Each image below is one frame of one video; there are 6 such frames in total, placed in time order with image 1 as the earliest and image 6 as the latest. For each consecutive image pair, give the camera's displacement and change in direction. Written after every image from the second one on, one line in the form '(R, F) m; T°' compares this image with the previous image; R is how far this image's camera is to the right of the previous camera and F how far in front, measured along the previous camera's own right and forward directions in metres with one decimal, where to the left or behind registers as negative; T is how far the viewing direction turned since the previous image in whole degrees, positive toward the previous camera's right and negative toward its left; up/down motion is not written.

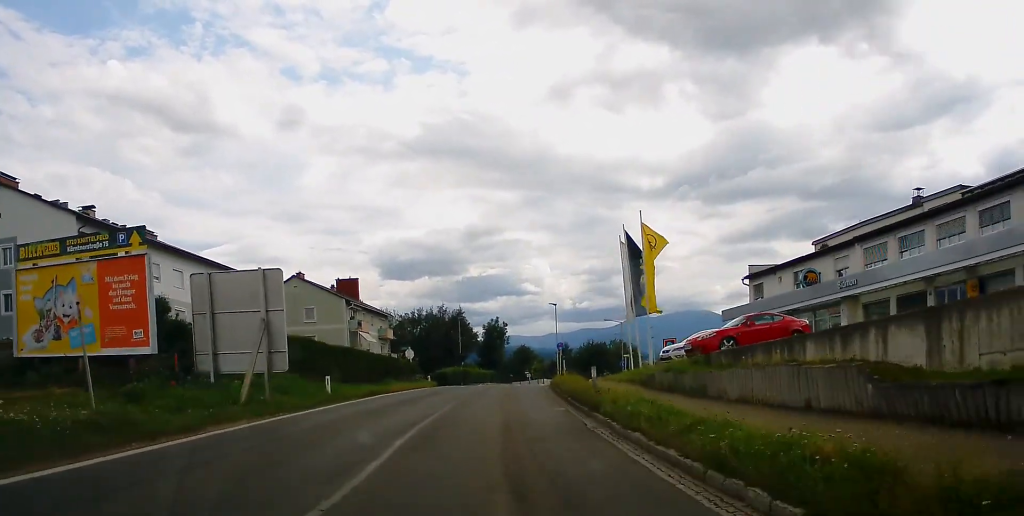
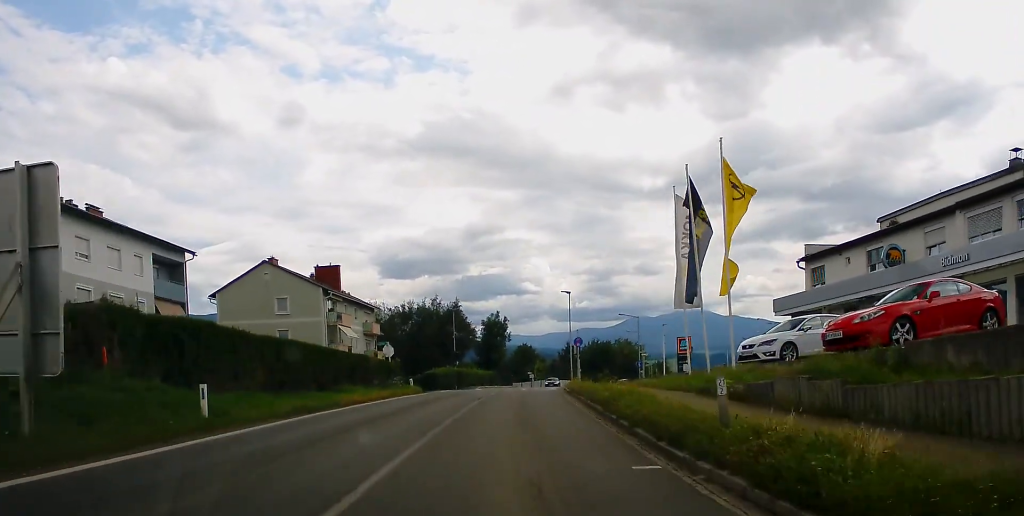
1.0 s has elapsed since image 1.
(-0.1, +10.8) m; +1°
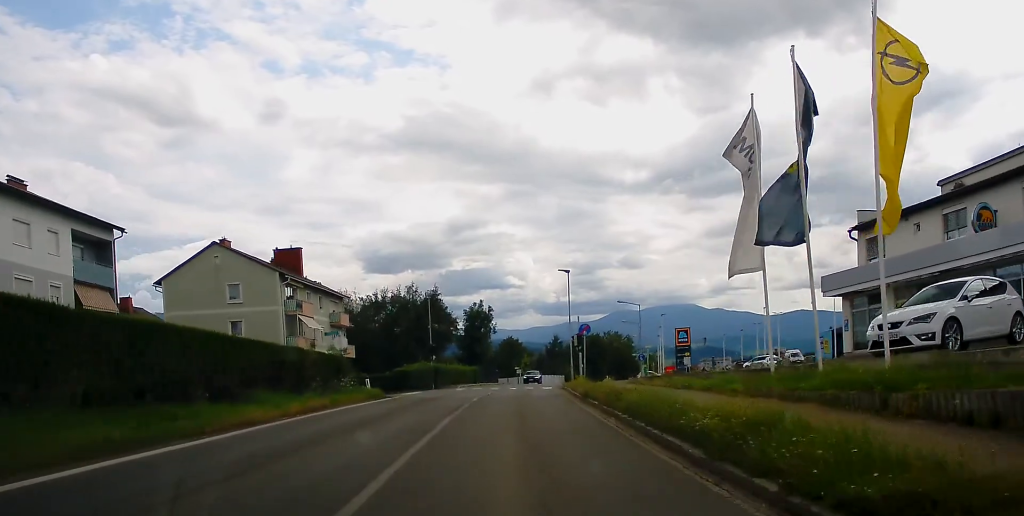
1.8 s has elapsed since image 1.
(+0.2, +9.2) m; +3°
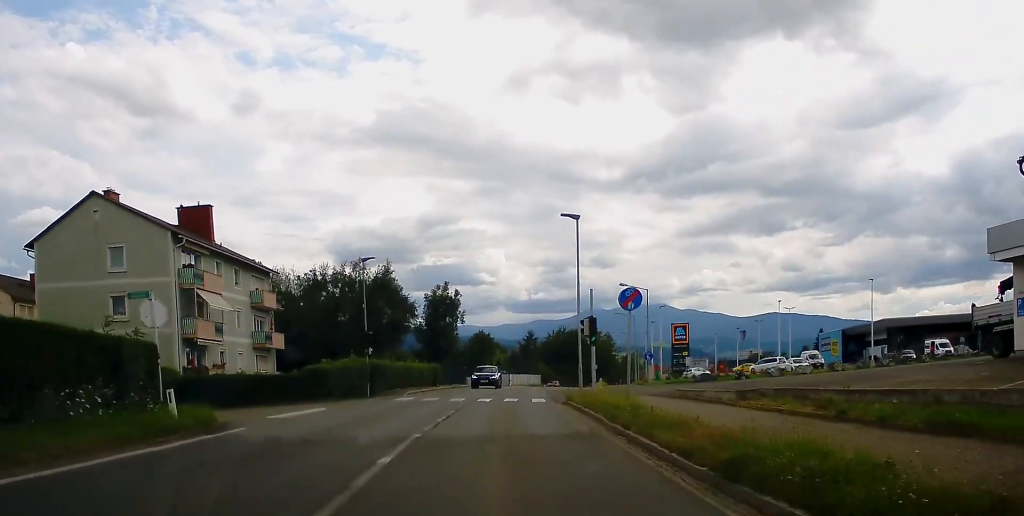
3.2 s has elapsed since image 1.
(+0.2, +16.2) m; 0°
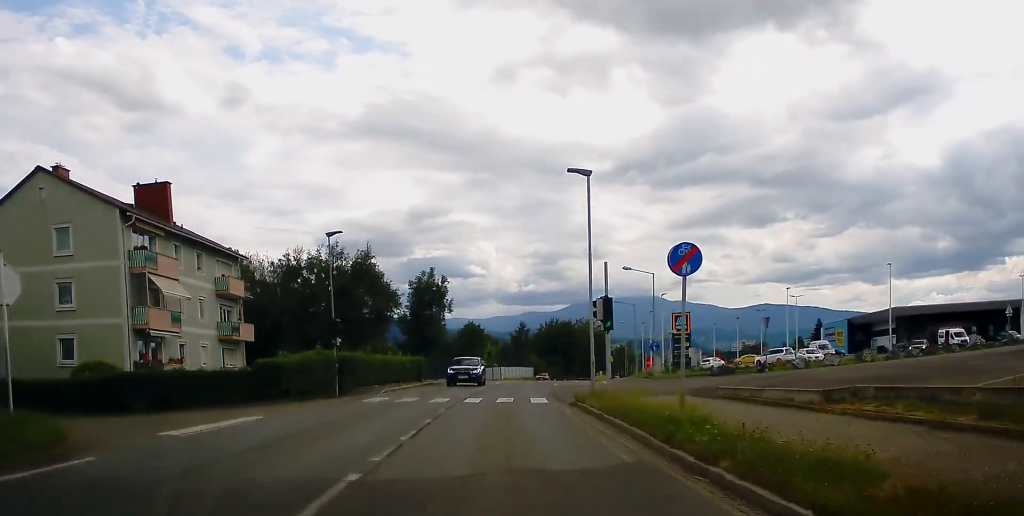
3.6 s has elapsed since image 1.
(-0.2, +5.4) m; 0°
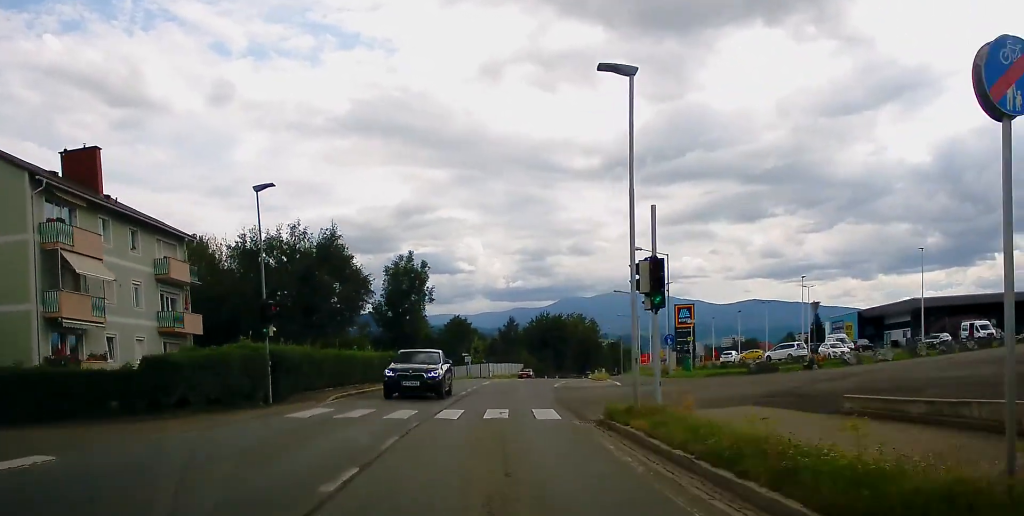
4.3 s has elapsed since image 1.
(+0.2, +7.7) m; +2°
